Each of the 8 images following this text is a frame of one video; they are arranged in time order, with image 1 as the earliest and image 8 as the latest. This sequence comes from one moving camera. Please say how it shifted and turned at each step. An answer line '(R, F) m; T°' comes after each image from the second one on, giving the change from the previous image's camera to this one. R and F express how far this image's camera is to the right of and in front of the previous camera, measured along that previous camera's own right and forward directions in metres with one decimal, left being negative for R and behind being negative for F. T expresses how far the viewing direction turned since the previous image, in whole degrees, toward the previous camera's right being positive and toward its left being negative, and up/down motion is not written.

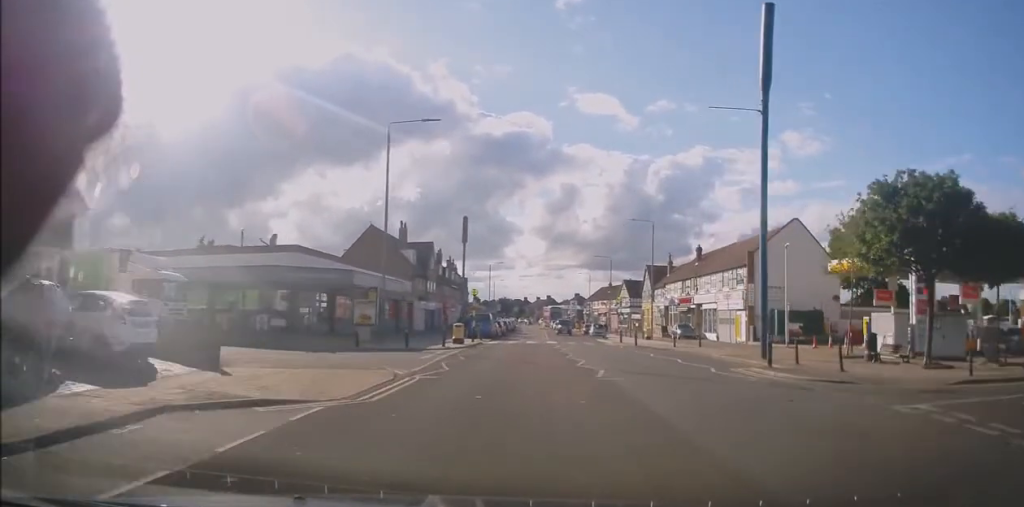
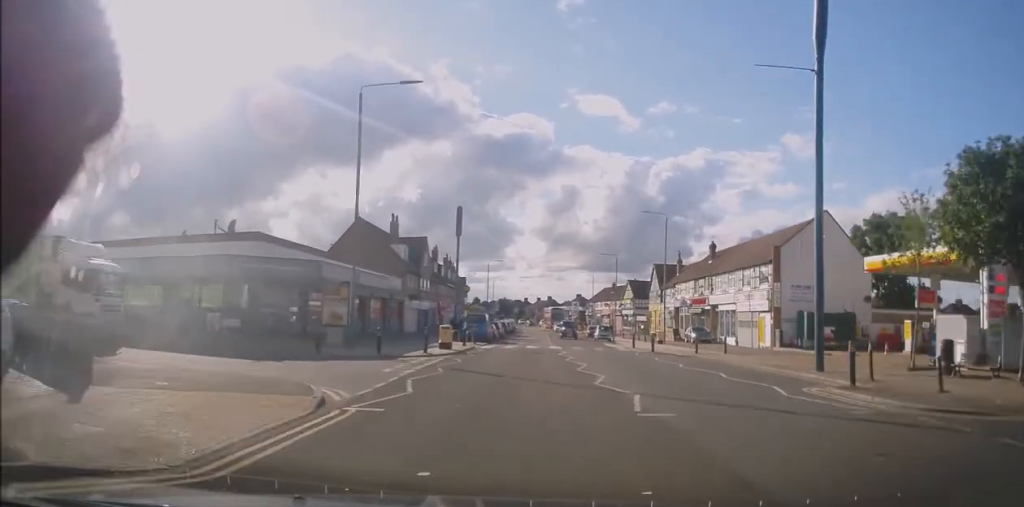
(-0.1, +5.3) m; 0°
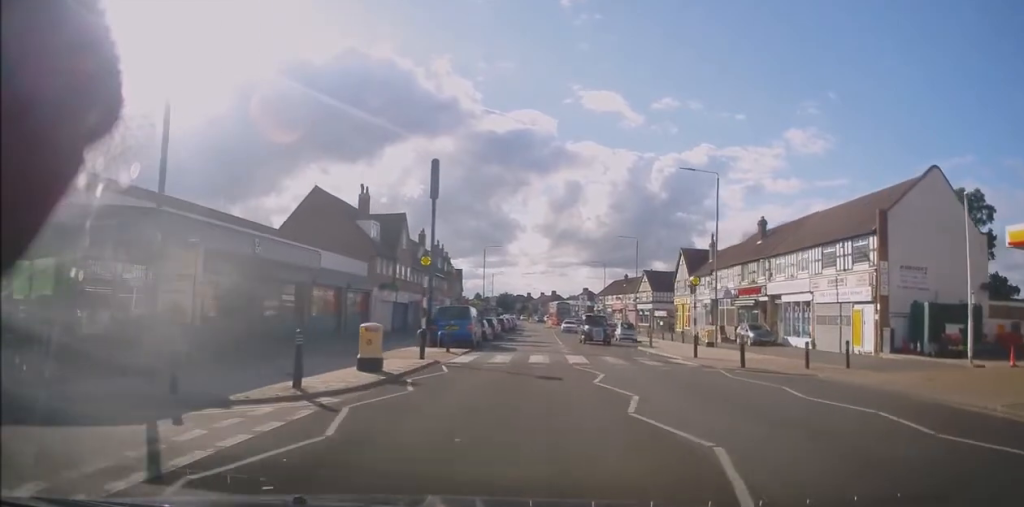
(-0.2, +13.0) m; 0°
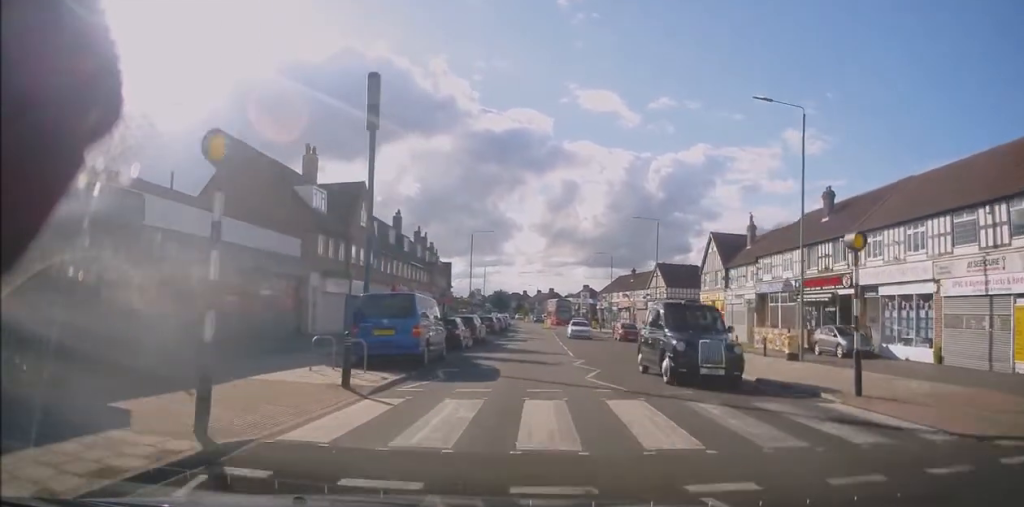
(+0.1, +12.5) m; 0°
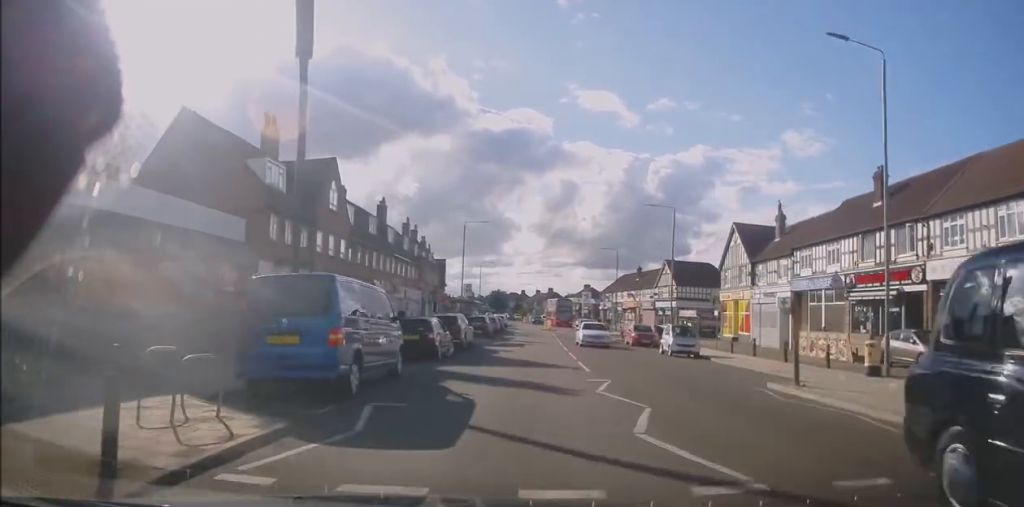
(+0.1, +6.4) m; -1°
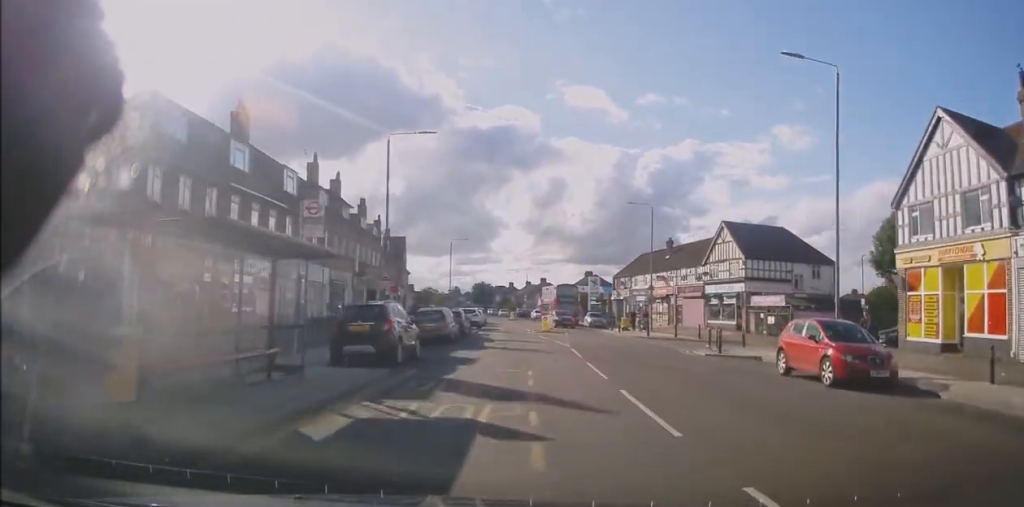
(0.0, +28.0) m; +2°
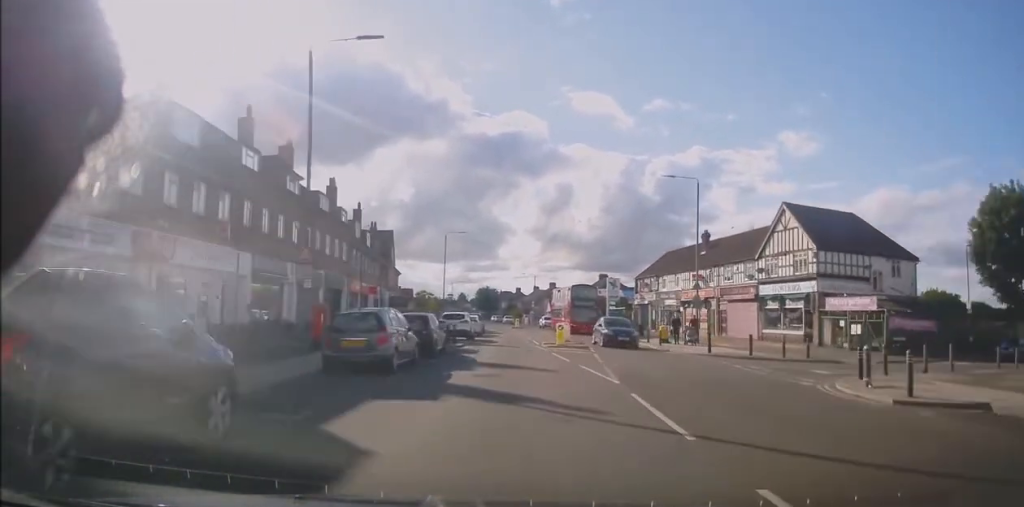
(0.0, +11.9) m; +1°
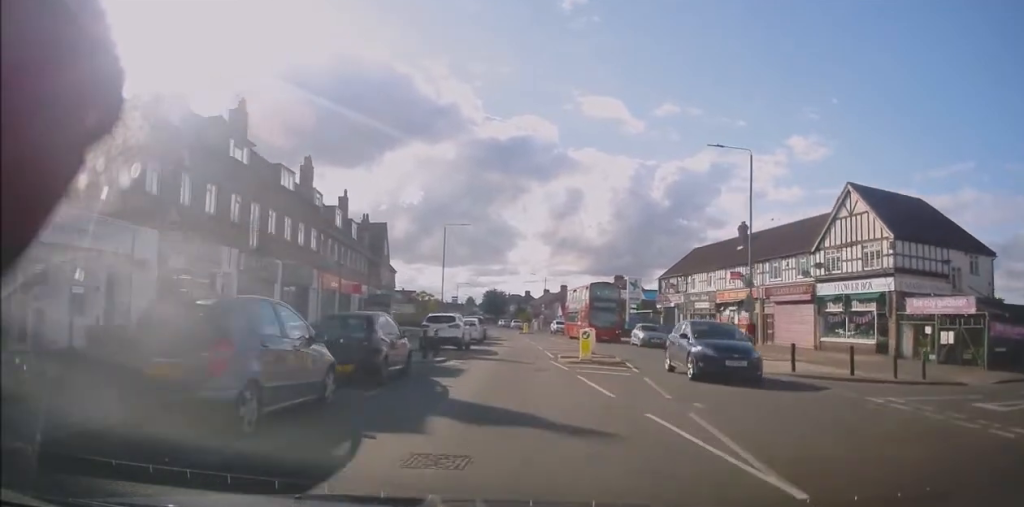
(+0.2, +7.9) m; -1°
